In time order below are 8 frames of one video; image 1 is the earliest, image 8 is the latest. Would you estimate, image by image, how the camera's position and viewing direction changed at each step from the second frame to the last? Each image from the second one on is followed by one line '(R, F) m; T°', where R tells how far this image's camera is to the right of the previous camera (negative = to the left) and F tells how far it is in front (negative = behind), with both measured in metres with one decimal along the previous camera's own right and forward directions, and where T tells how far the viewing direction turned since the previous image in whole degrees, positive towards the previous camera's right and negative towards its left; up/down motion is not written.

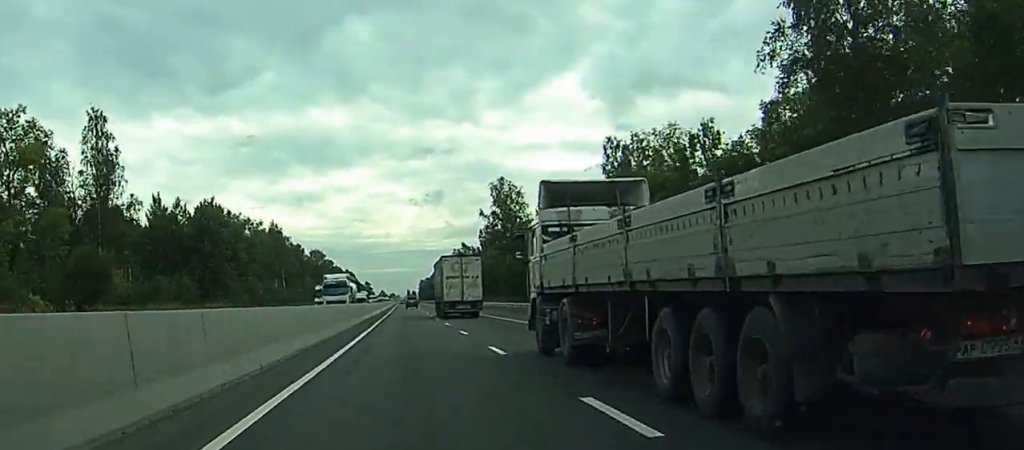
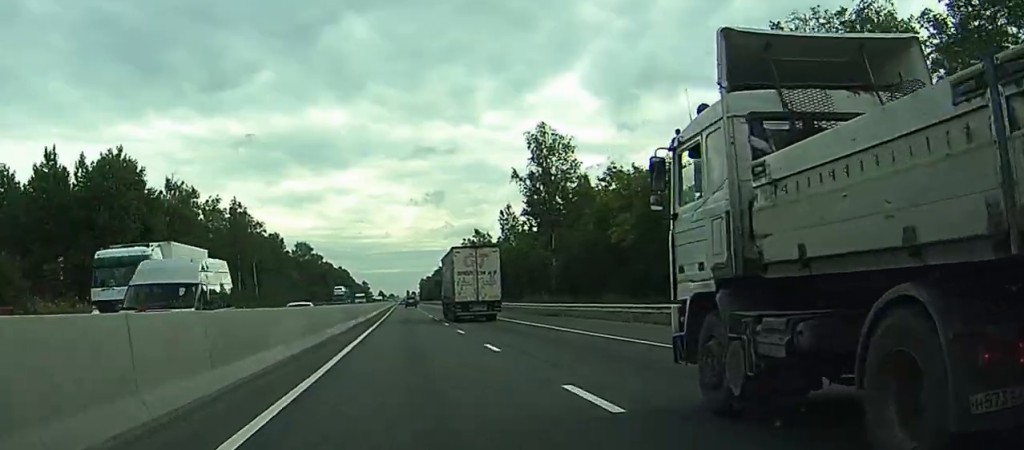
(-0.2, +45.8) m; 0°
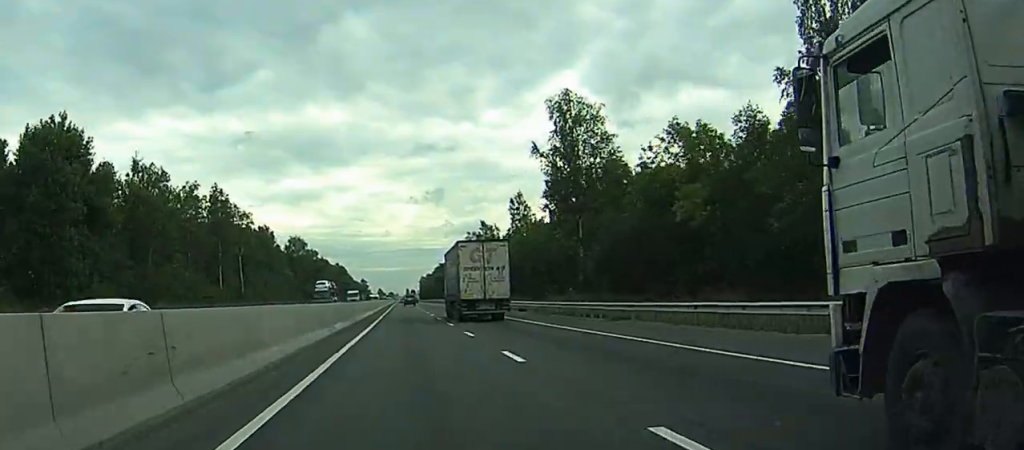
(0.0, +16.1) m; 0°
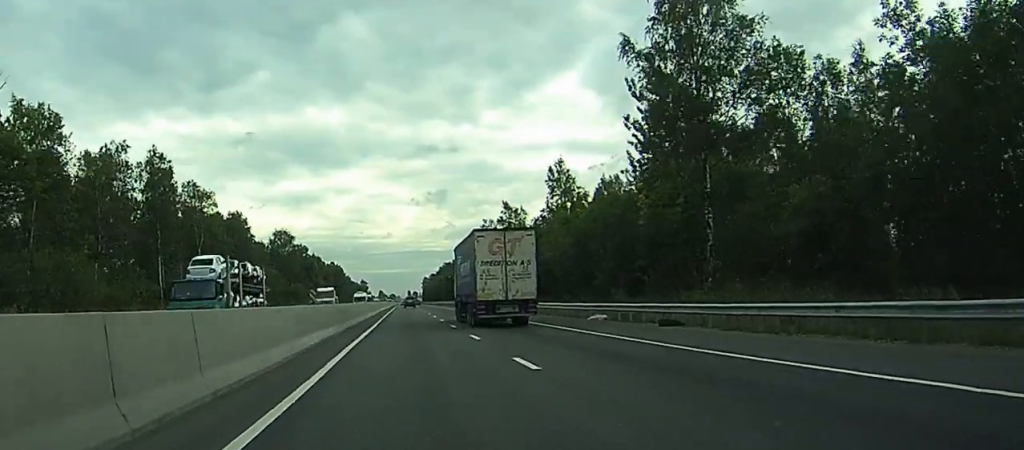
(0.0, +36.9) m; 0°
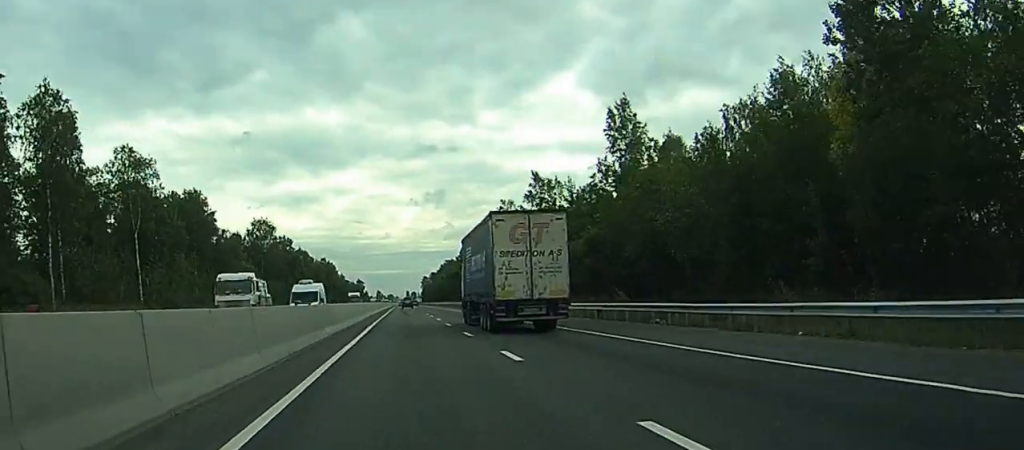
(-0.1, +33.5) m; 0°
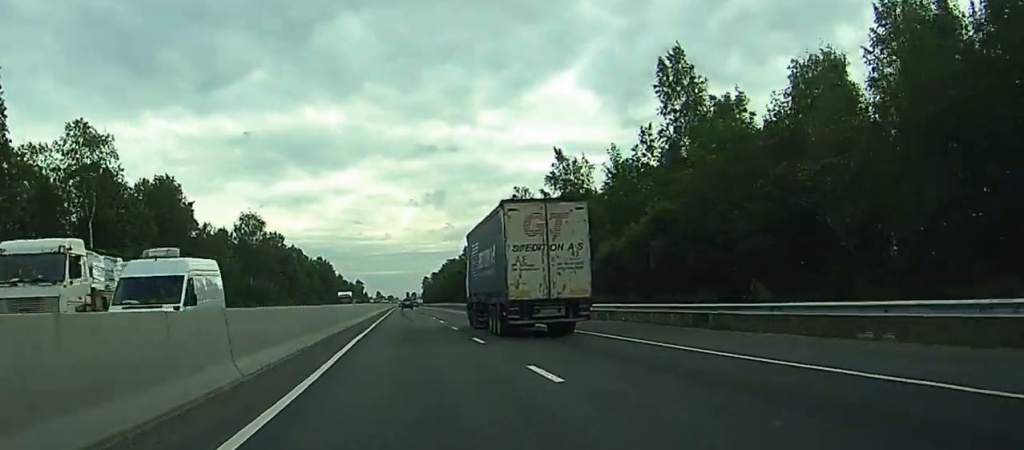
(0.0, +16.4) m; 0°
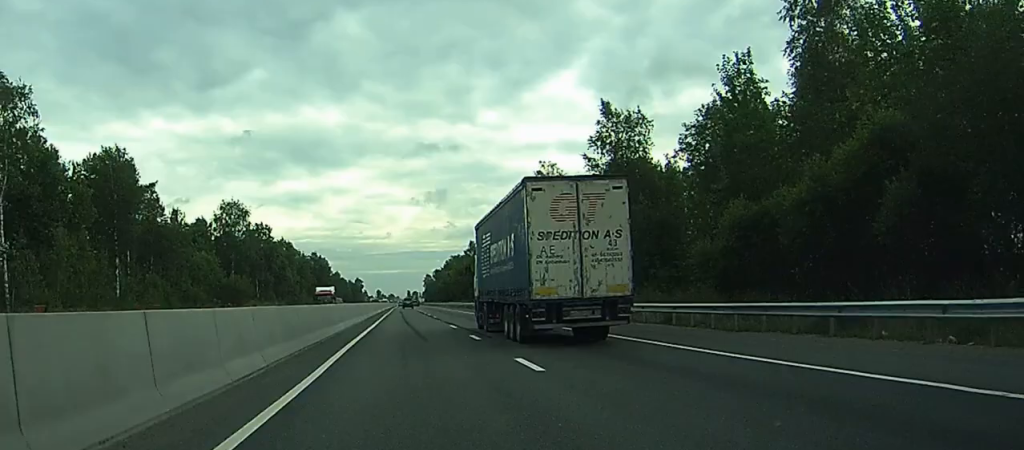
(0.0, +22.1) m; 0°
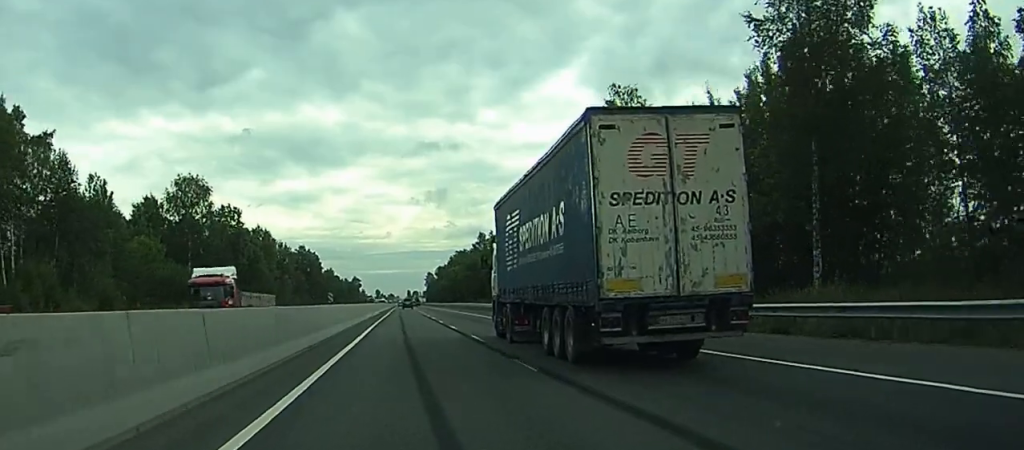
(+0.1, +36.2) m; -1°
